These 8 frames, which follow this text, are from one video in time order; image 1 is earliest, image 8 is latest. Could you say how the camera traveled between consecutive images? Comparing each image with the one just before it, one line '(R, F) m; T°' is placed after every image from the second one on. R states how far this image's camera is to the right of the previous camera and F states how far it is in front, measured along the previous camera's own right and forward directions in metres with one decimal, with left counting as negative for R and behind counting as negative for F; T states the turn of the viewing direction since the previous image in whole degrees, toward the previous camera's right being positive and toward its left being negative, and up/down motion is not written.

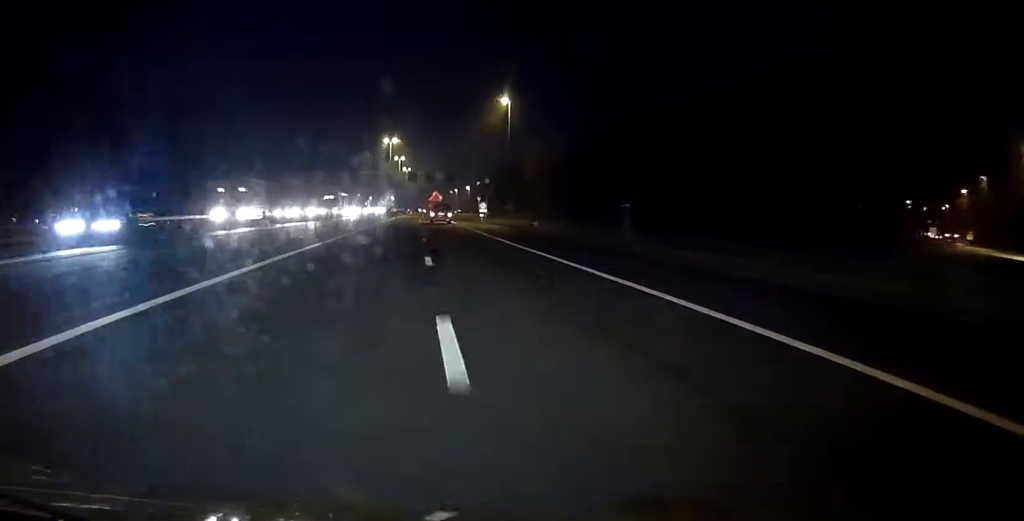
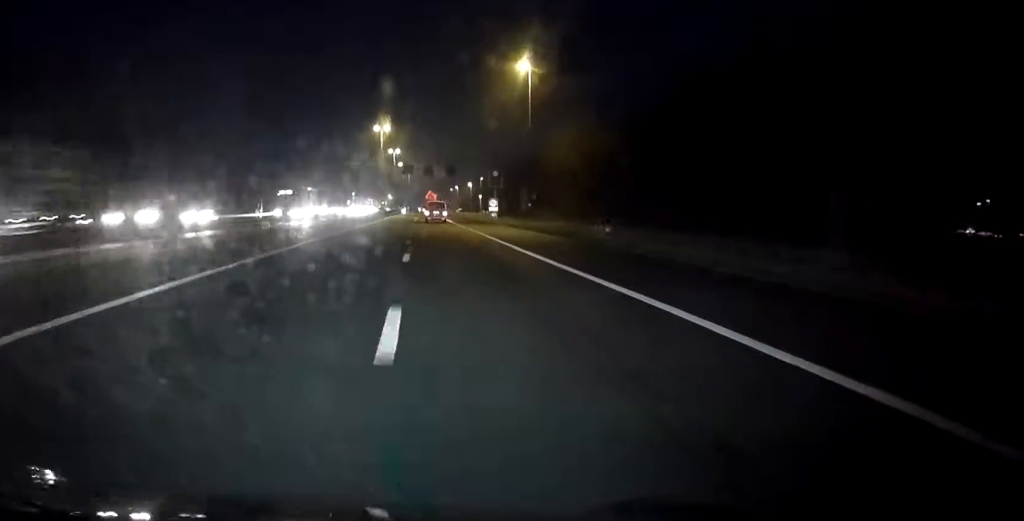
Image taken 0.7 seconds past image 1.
(+0.1, +22.8) m; 0°
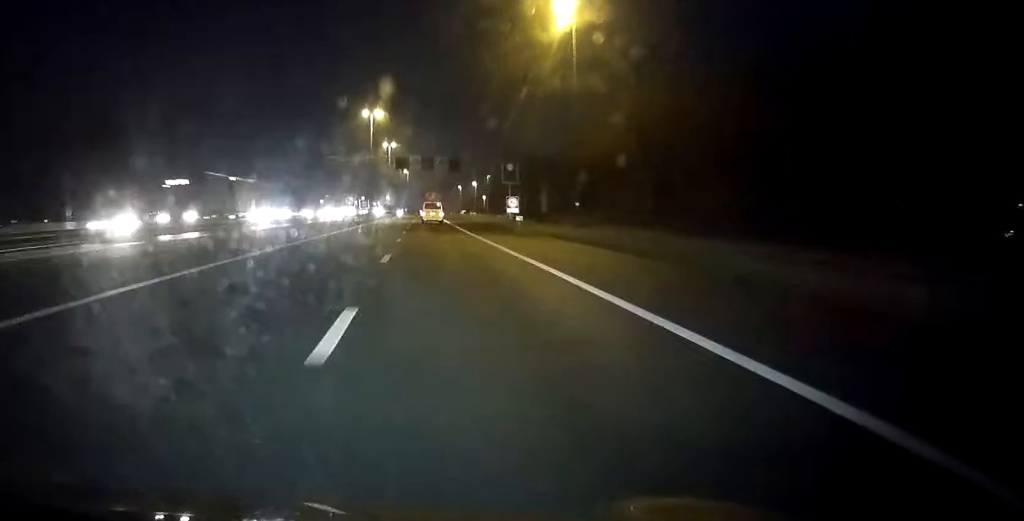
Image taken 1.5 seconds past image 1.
(0.0, +23.9) m; 0°
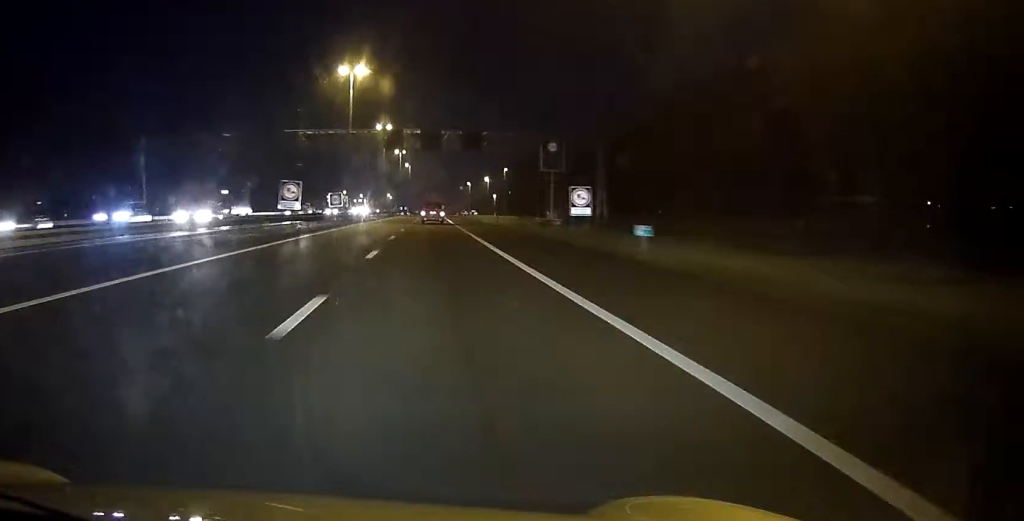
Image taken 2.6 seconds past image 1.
(-0.1, +34.4) m; 0°
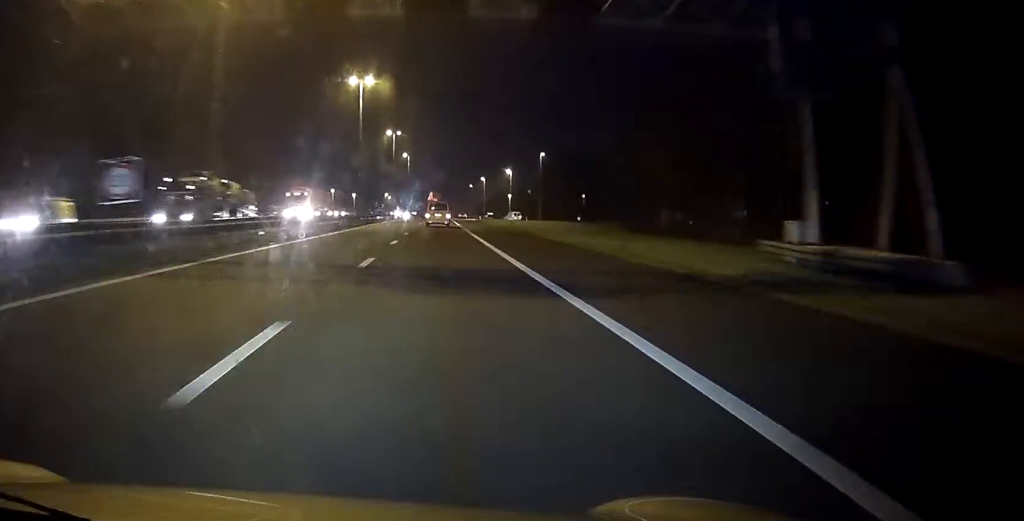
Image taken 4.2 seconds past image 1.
(-0.2, +50.1) m; 0°
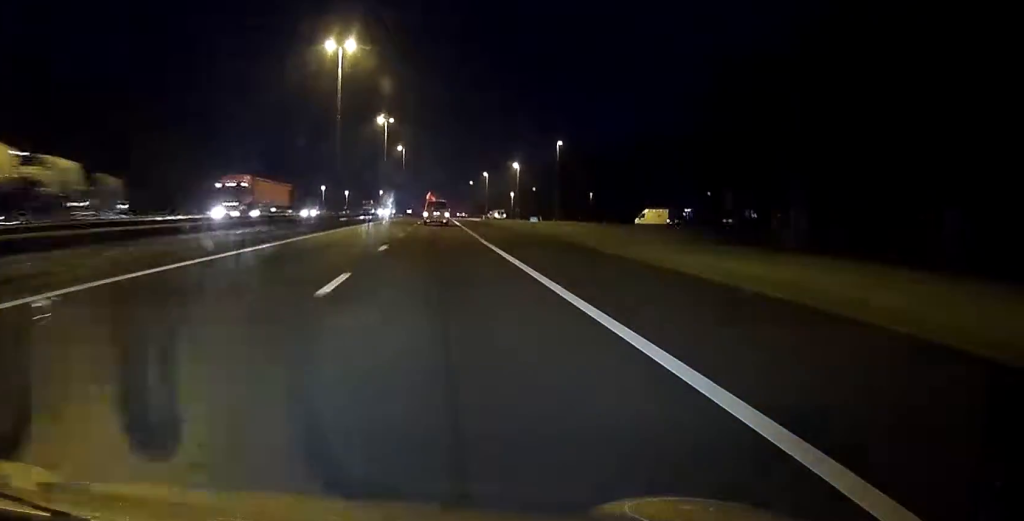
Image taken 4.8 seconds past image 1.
(0.0, +17.7) m; 0°
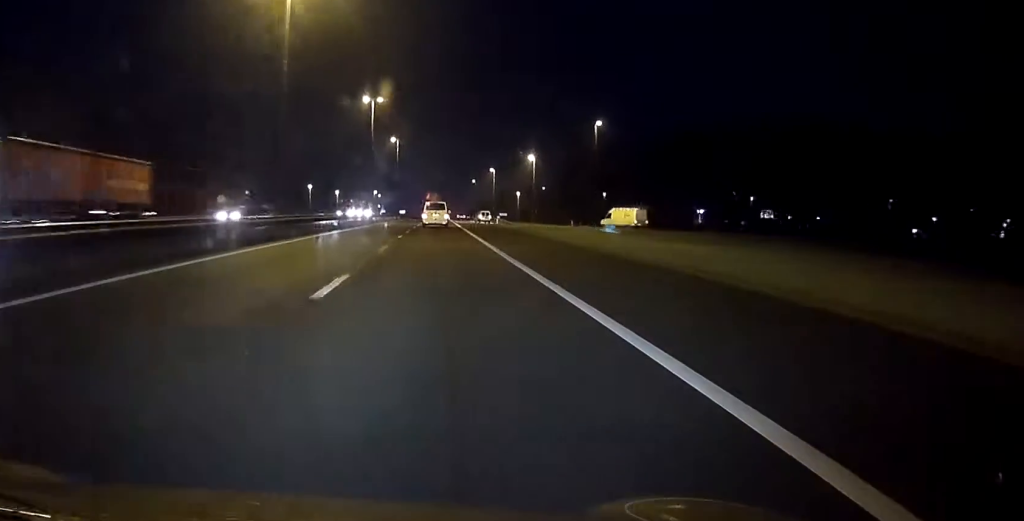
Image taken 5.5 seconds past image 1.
(+0.1, +24.0) m; 0°
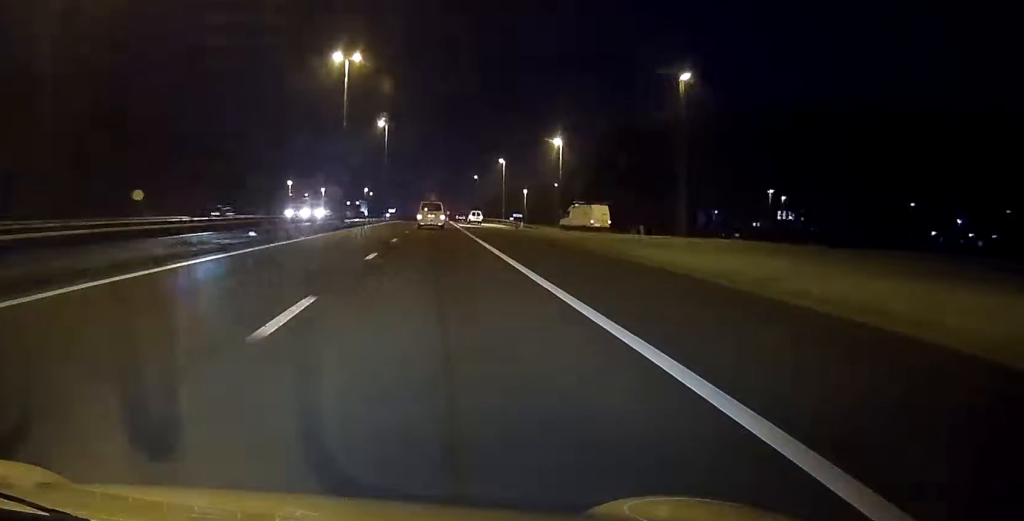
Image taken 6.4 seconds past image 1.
(+0.1, +27.1) m; 0°
